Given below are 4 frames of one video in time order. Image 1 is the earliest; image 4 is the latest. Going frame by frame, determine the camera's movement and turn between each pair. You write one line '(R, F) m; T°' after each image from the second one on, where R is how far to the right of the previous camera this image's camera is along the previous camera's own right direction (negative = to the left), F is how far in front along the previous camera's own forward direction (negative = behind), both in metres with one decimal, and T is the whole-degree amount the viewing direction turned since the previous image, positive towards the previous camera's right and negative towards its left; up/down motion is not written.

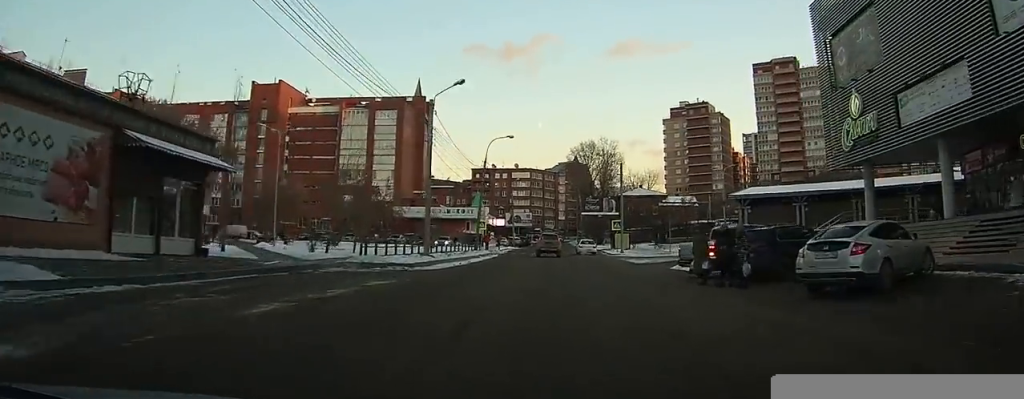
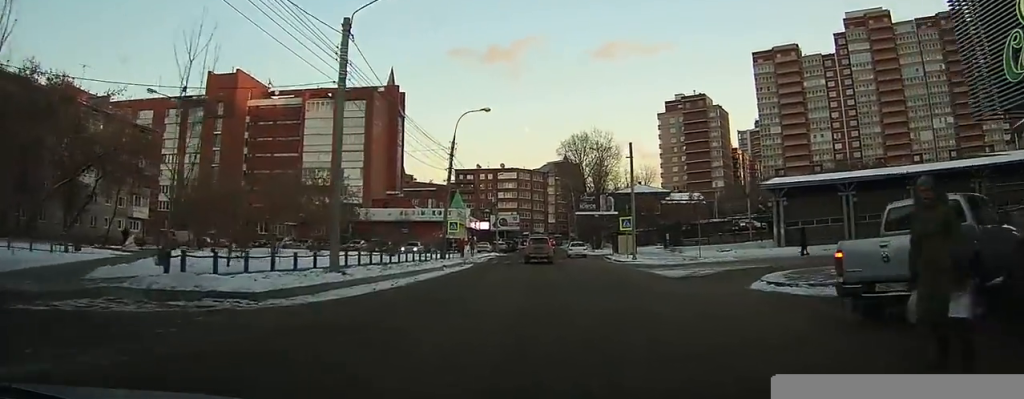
(-0.1, +12.8) m; -1°
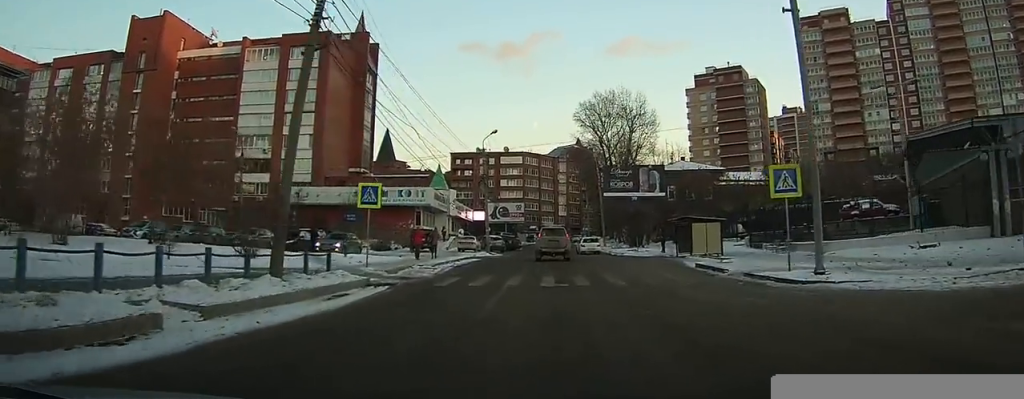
(+0.1, +26.7) m; +1°
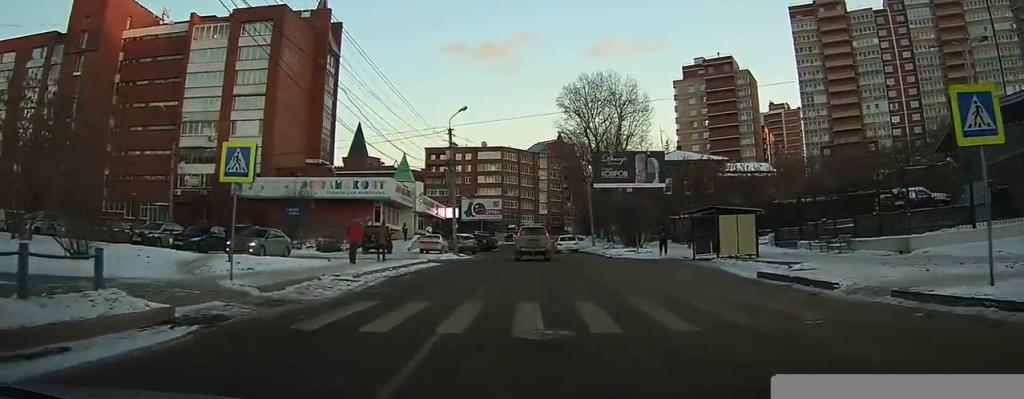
(-0.1, +9.3) m; 0°
